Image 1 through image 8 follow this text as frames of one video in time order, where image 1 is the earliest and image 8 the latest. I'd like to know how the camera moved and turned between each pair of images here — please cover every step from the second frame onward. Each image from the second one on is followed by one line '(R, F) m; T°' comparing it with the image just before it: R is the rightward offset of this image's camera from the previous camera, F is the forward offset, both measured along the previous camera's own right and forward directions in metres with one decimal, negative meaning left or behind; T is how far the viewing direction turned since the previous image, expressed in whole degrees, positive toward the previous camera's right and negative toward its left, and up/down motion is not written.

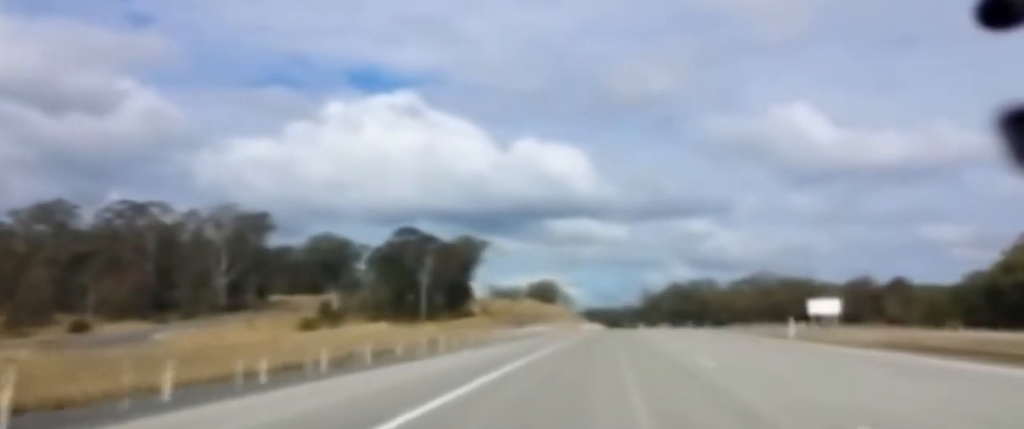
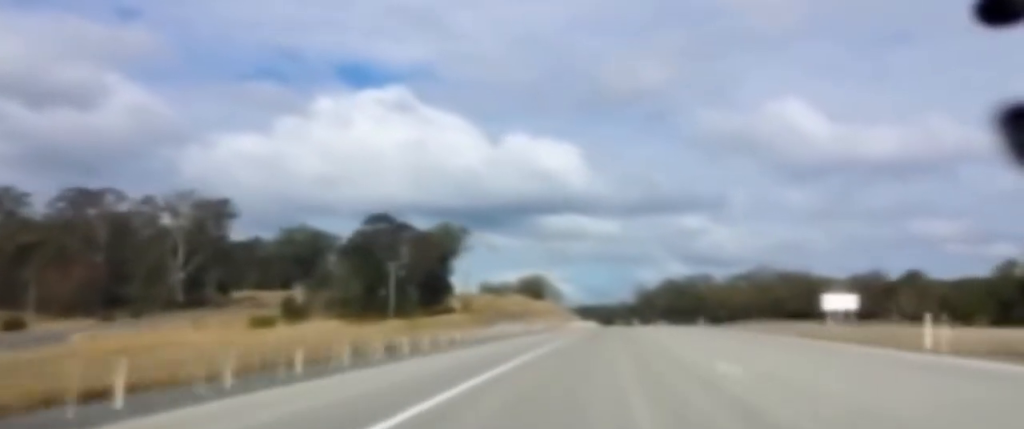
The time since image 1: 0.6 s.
(+0.2, +15.8) m; 0°
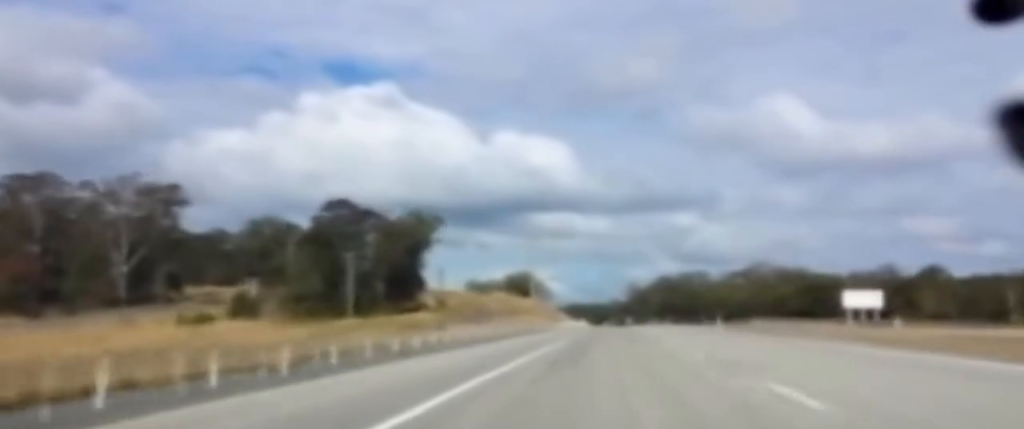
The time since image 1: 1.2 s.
(+0.1, +17.6) m; 0°
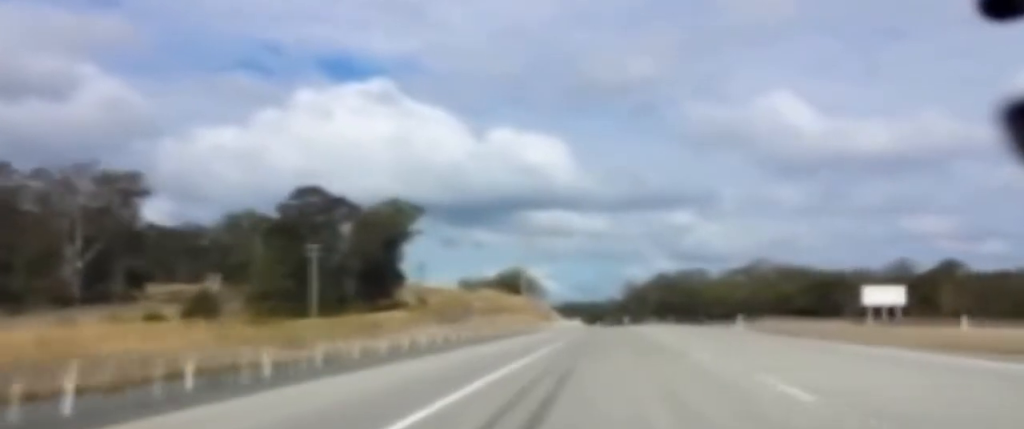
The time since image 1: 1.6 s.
(-0.1, +12.1) m; 0°
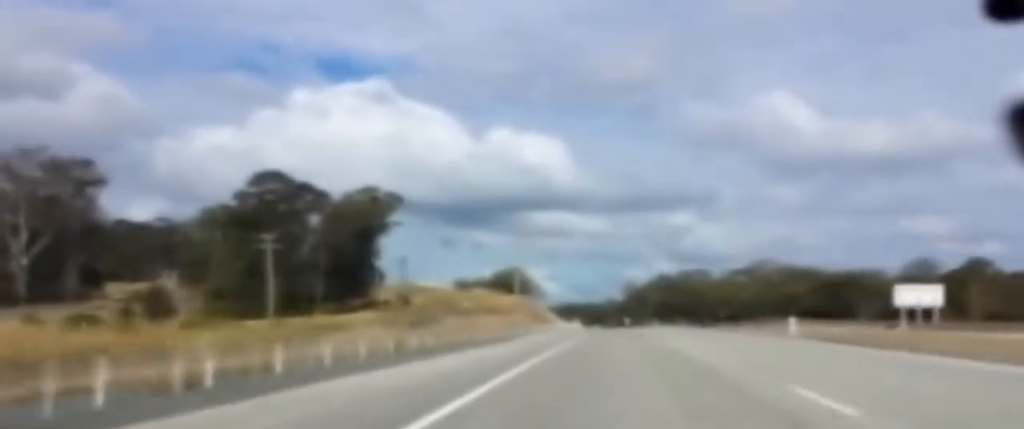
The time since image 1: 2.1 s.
(-0.1, +13.9) m; 0°
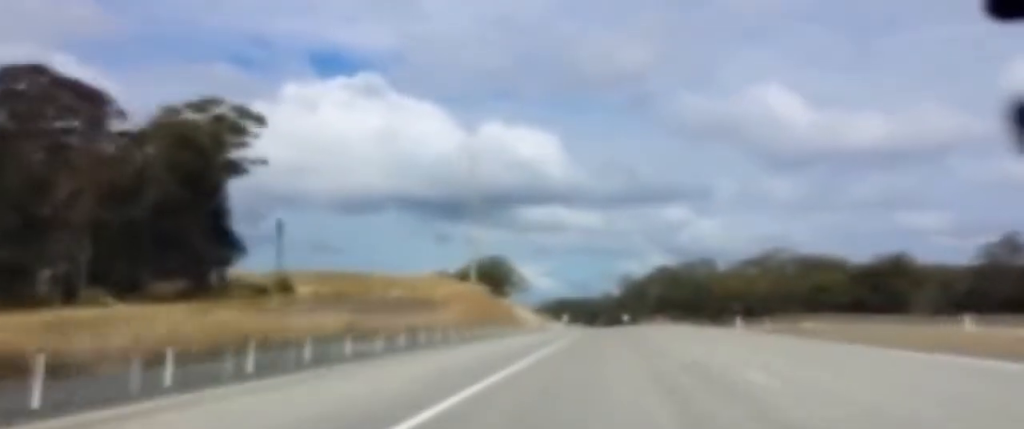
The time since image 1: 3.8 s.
(+0.5, +47.0) m; 0°
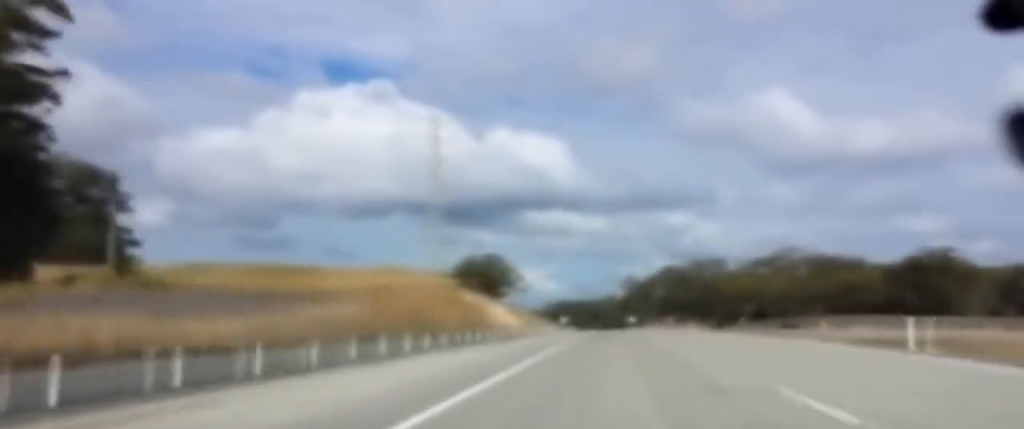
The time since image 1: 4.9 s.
(-0.4, +29.3) m; -1°
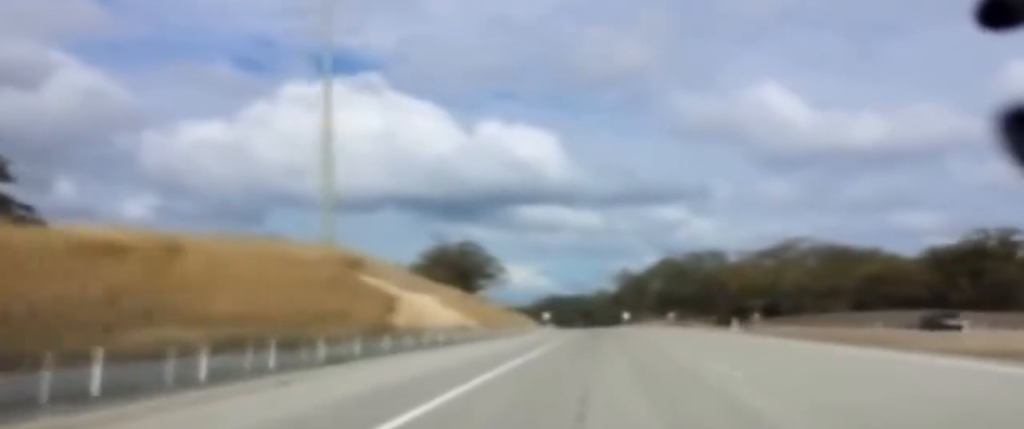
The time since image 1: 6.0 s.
(0.0, +31.1) m; +1°
